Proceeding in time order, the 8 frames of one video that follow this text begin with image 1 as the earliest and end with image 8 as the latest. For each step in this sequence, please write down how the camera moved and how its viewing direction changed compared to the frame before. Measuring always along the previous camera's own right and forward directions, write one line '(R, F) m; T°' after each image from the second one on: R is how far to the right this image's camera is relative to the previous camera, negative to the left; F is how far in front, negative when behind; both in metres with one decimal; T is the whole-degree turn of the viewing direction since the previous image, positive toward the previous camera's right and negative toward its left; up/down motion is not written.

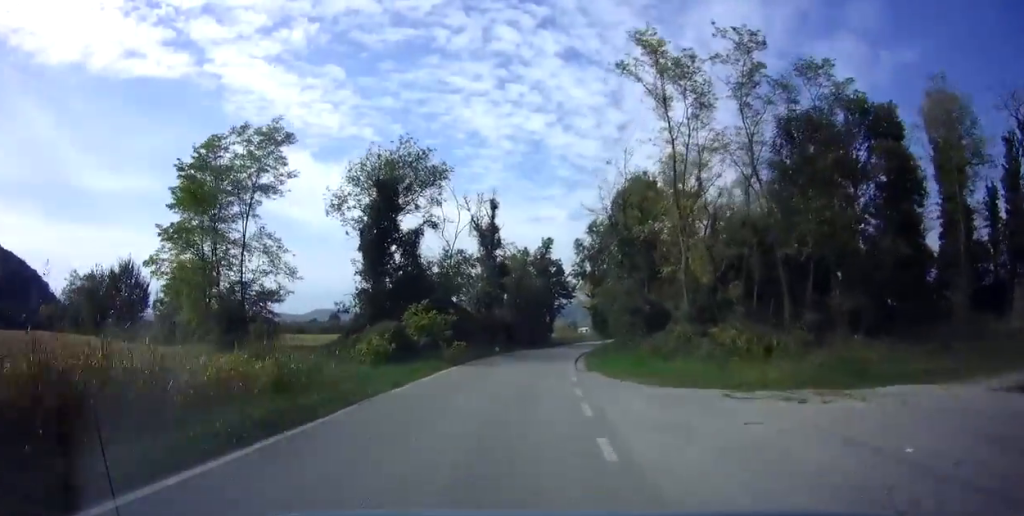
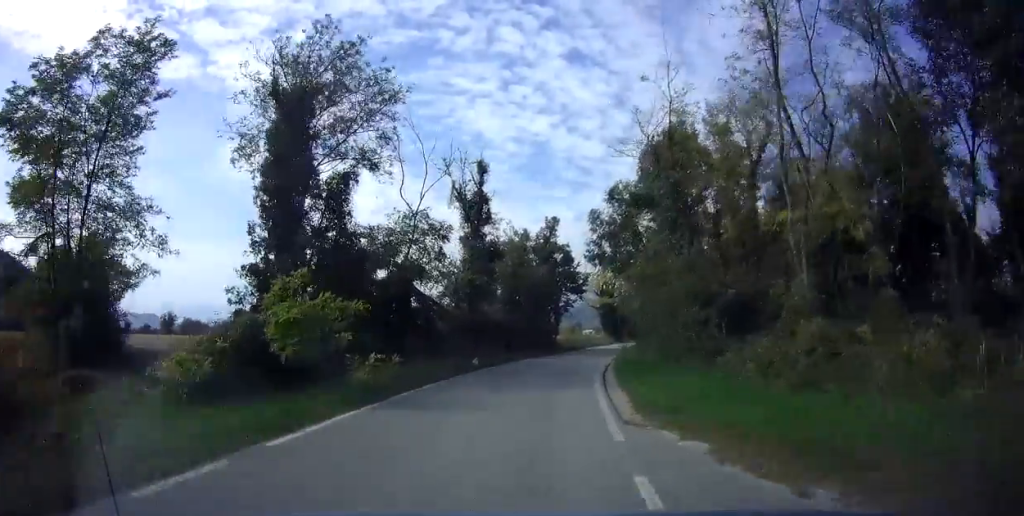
(-0.1, +11.2) m; 0°
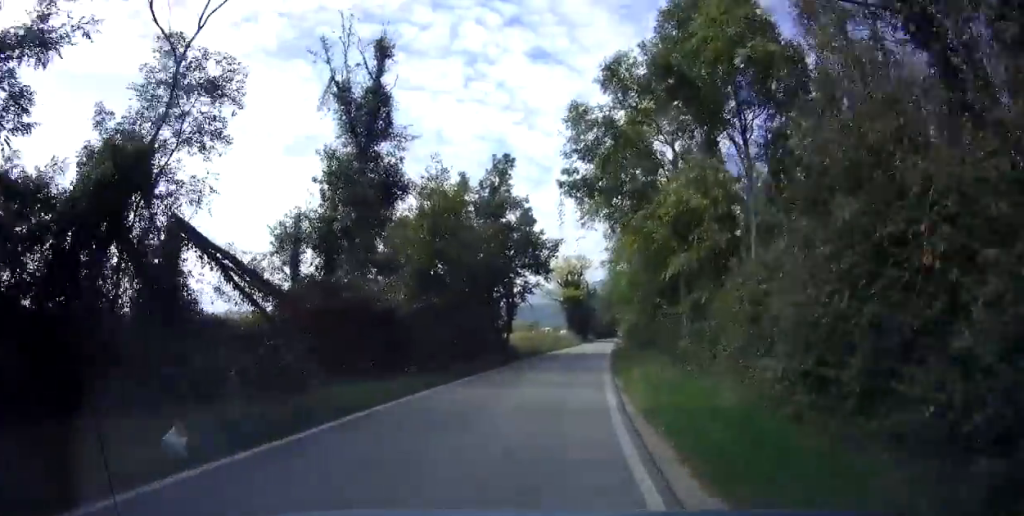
(+0.2, +15.7) m; +3°
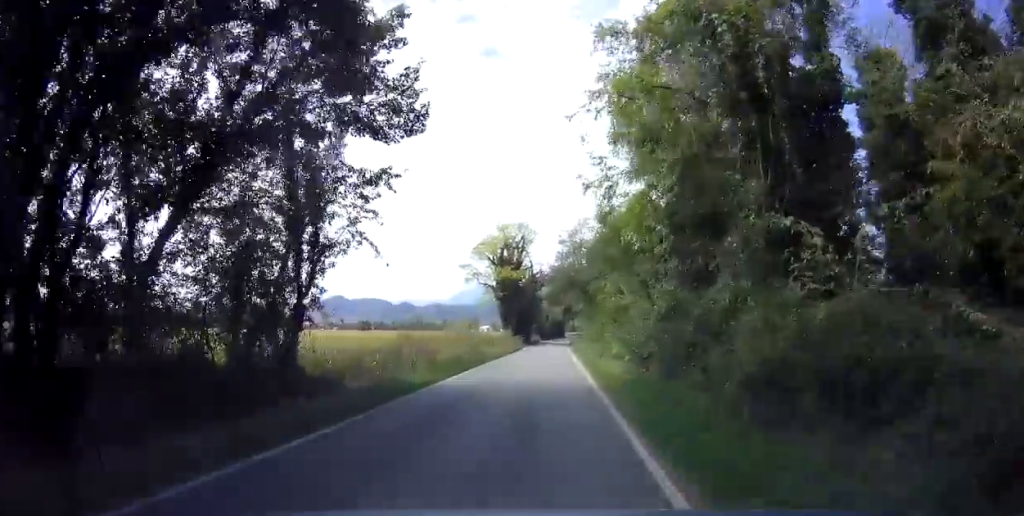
(+1.8, +24.6) m; +6°
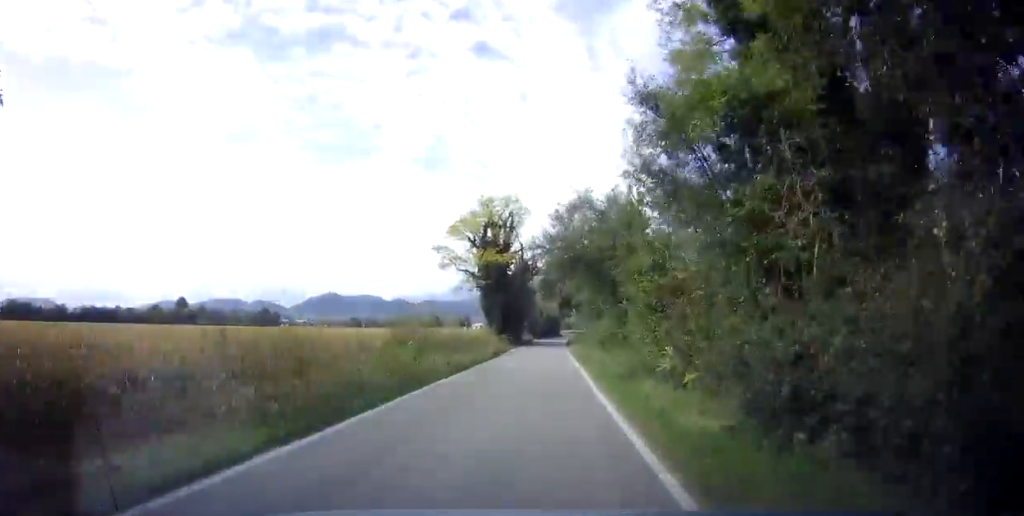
(+0.2, +10.7) m; +1°
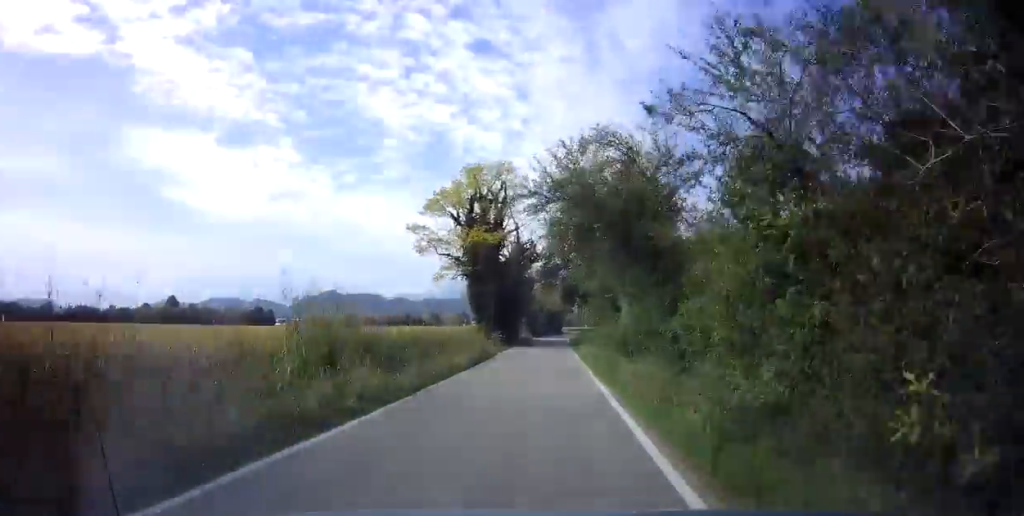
(0.0, +8.7) m; 0°
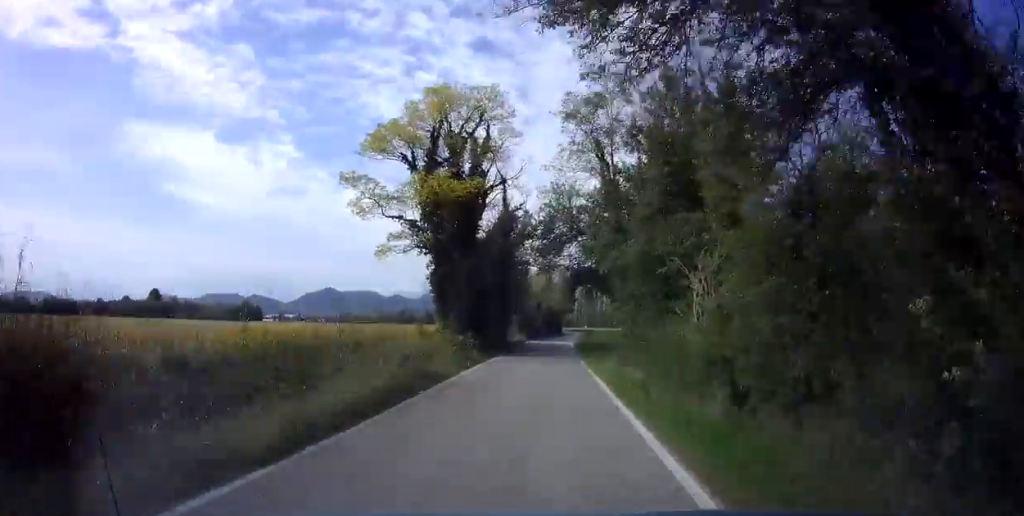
(-0.1, +13.6) m; 0°
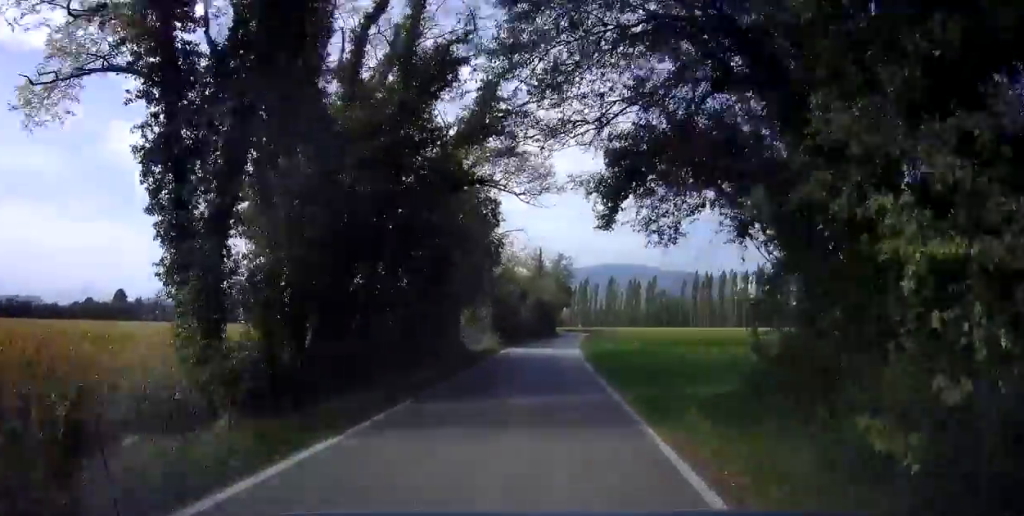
(+0.3, +19.8) m; +2°
